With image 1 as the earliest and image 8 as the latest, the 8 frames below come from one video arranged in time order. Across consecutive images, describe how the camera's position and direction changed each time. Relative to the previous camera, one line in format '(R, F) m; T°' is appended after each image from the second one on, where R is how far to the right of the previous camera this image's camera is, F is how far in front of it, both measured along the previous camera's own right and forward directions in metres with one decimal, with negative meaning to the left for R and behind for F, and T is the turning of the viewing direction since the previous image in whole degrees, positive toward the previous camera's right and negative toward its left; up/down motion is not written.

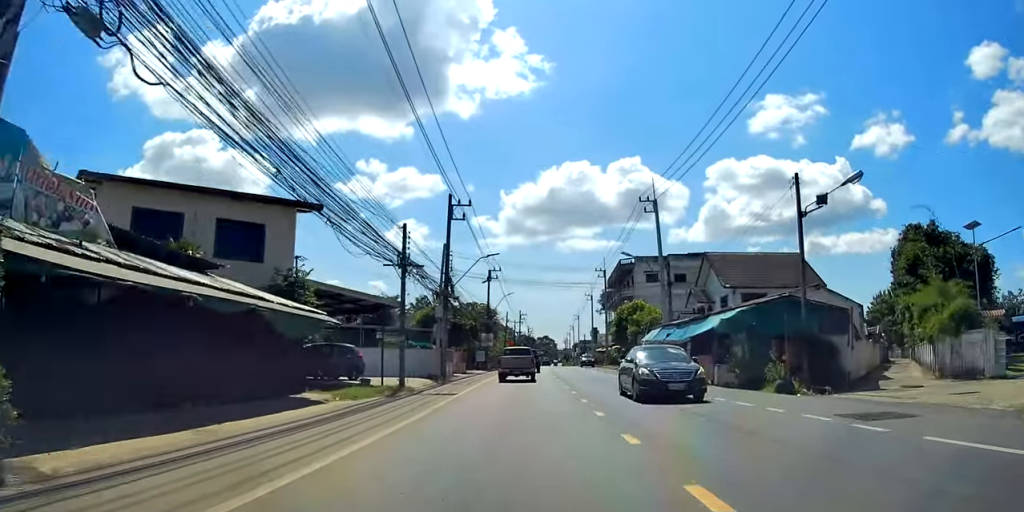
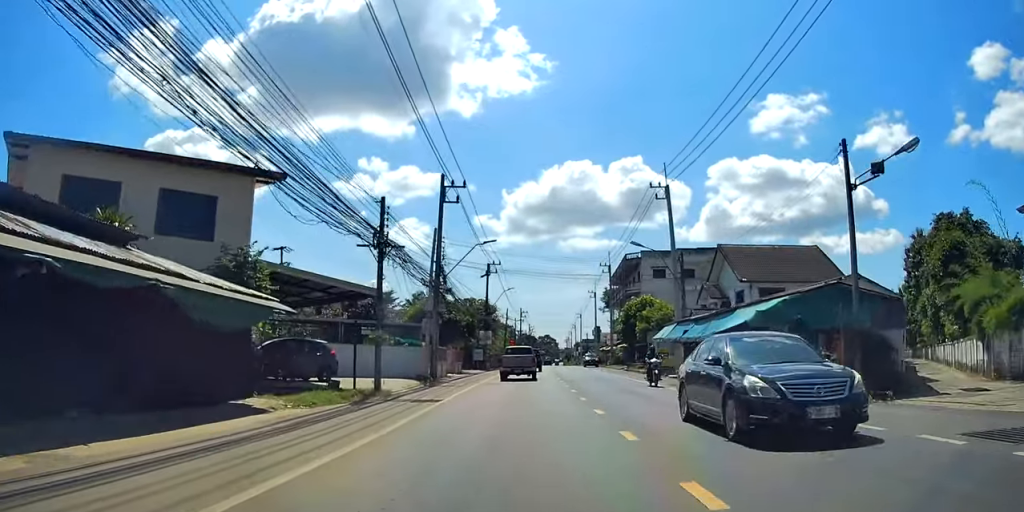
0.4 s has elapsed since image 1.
(0.0, +4.1) m; +1°
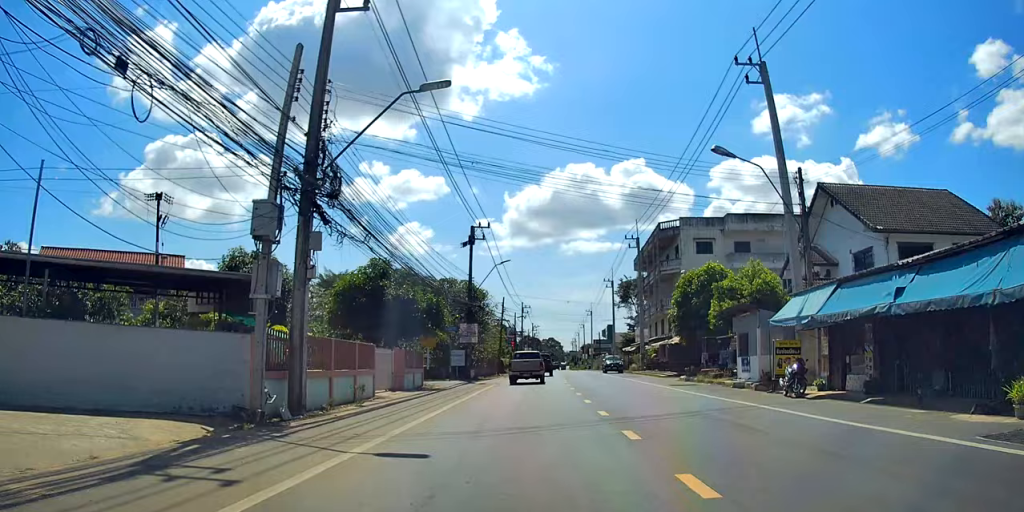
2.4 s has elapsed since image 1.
(+1.1, +19.8) m; +3°
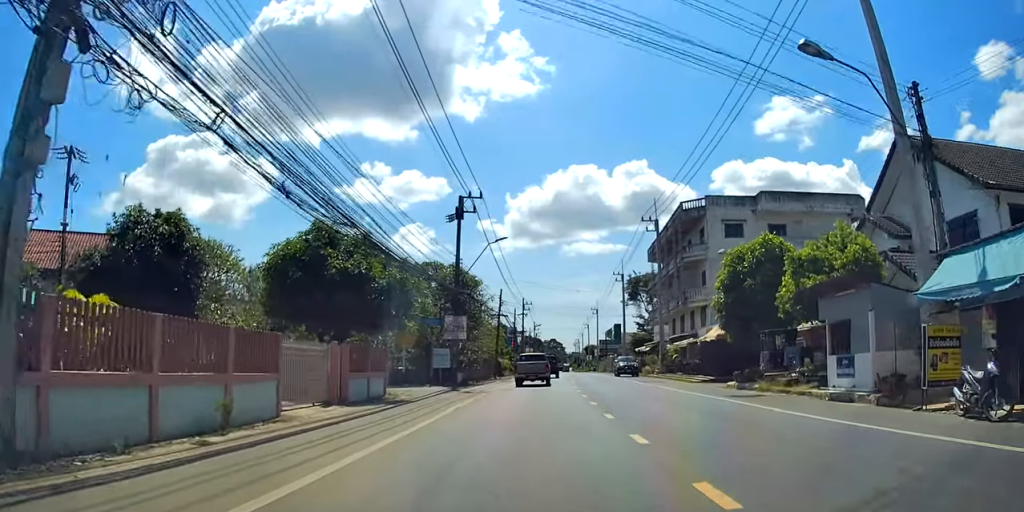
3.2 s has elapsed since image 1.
(-0.4, +8.3) m; 0°
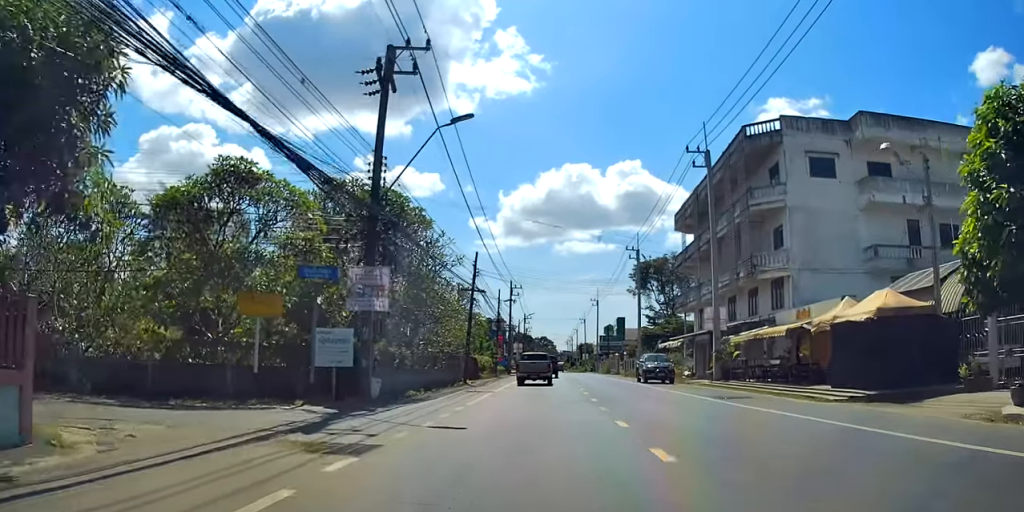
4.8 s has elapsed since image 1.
(+1.2, +17.3) m; +5°
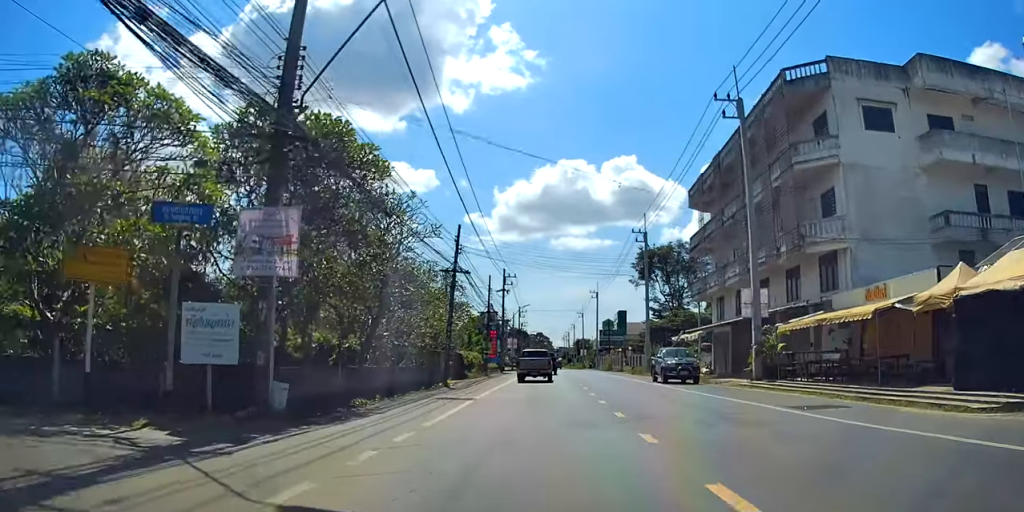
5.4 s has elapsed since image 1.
(+0.1, +6.4) m; 0°
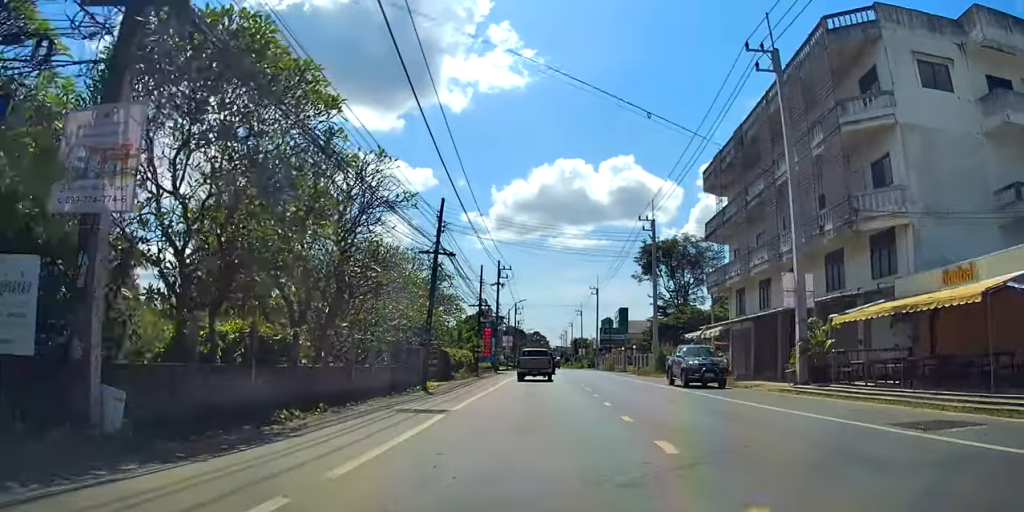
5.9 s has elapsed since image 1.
(0.0, +4.8) m; -1°
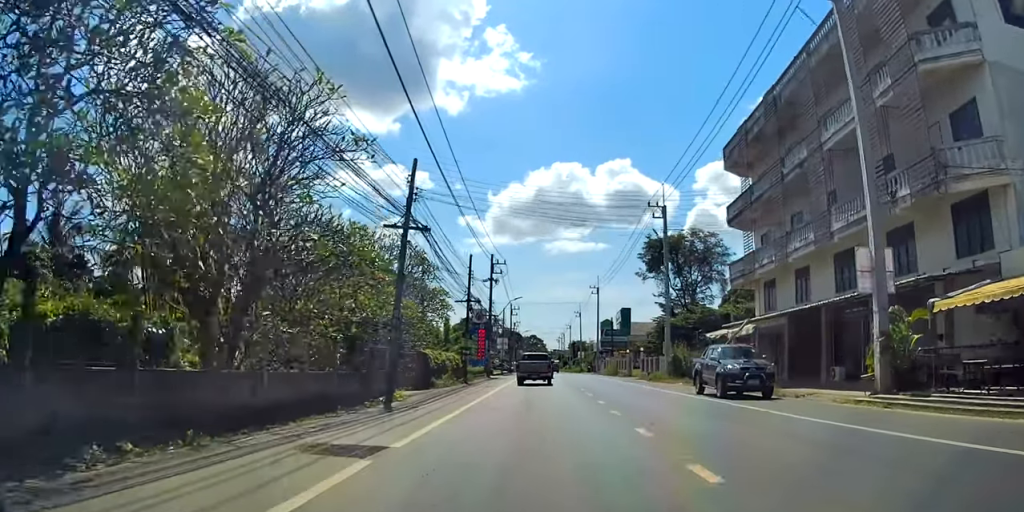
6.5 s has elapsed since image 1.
(-0.1, +5.6) m; -1°
